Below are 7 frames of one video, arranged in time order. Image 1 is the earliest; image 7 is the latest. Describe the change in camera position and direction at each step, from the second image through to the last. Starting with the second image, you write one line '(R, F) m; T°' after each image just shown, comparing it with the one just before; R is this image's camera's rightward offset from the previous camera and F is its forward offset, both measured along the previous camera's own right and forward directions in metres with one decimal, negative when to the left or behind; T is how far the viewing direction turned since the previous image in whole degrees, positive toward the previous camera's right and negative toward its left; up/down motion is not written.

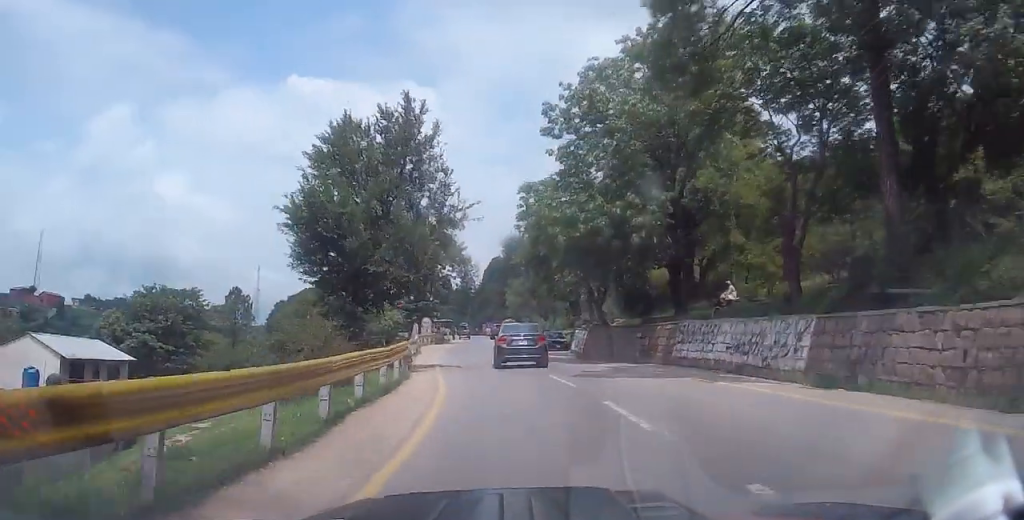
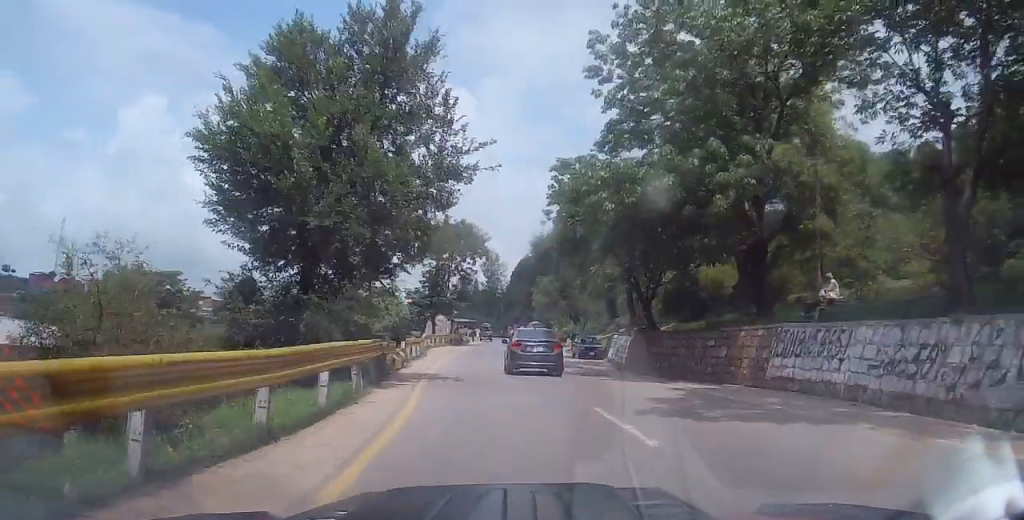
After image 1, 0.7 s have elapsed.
(0.0, +6.8) m; -1°
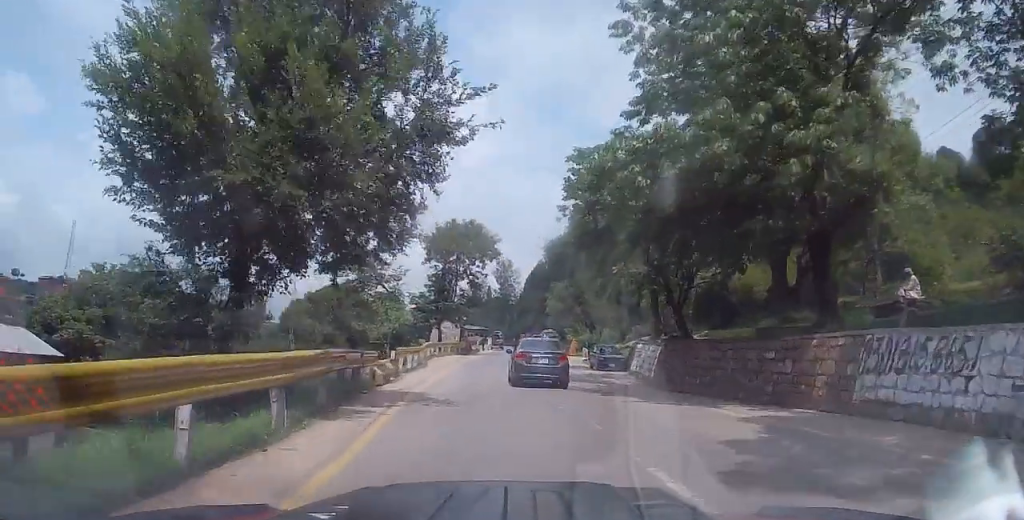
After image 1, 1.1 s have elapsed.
(0.0, +3.8) m; -1°
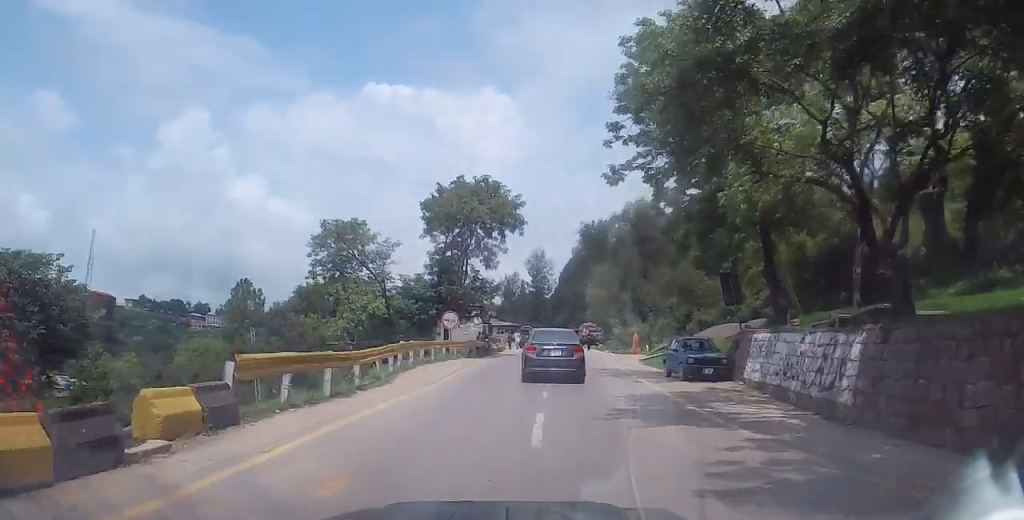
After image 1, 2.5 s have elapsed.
(-0.4, +13.4) m; -4°
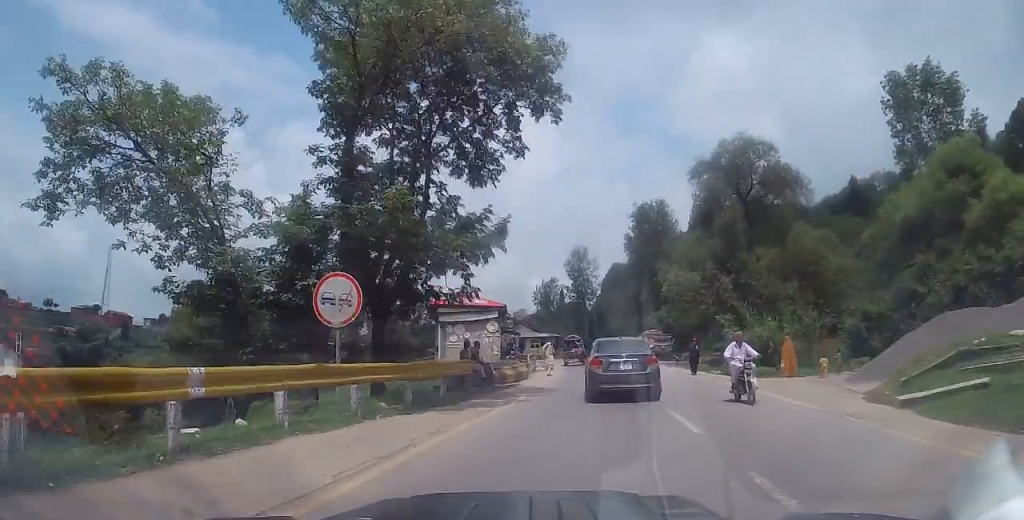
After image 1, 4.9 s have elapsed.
(-0.4, +22.8) m; -1°
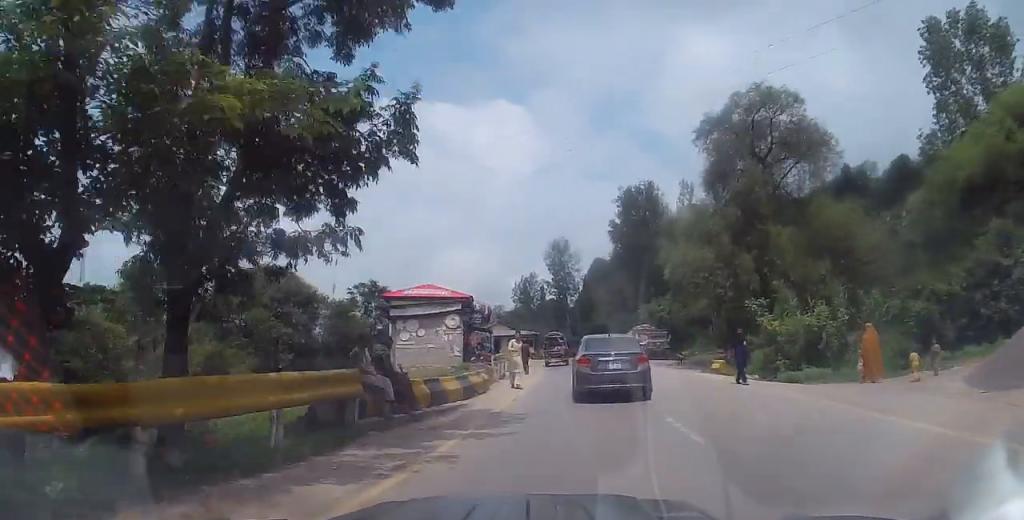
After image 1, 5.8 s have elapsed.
(-0.4, +8.0) m; -1°
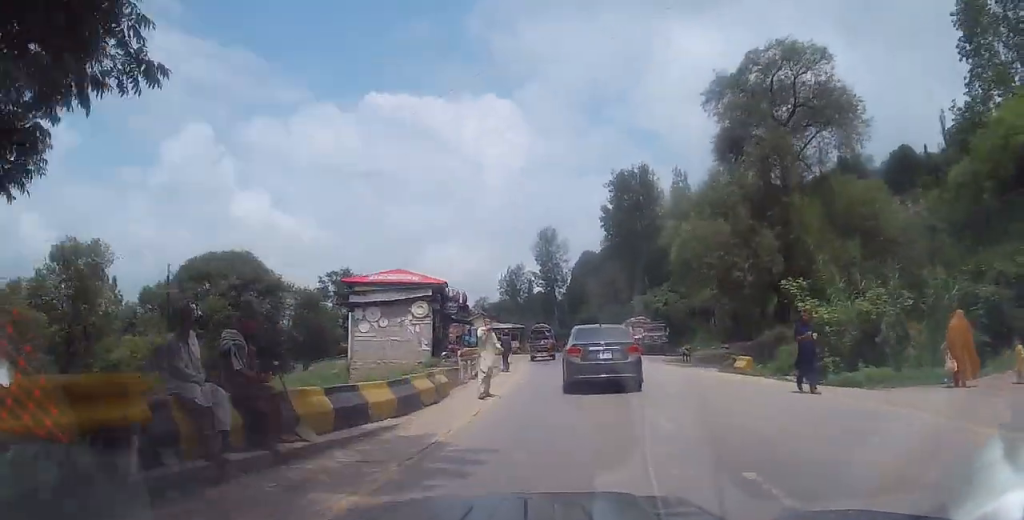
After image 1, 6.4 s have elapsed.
(+0.1, +4.9) m; +2°
